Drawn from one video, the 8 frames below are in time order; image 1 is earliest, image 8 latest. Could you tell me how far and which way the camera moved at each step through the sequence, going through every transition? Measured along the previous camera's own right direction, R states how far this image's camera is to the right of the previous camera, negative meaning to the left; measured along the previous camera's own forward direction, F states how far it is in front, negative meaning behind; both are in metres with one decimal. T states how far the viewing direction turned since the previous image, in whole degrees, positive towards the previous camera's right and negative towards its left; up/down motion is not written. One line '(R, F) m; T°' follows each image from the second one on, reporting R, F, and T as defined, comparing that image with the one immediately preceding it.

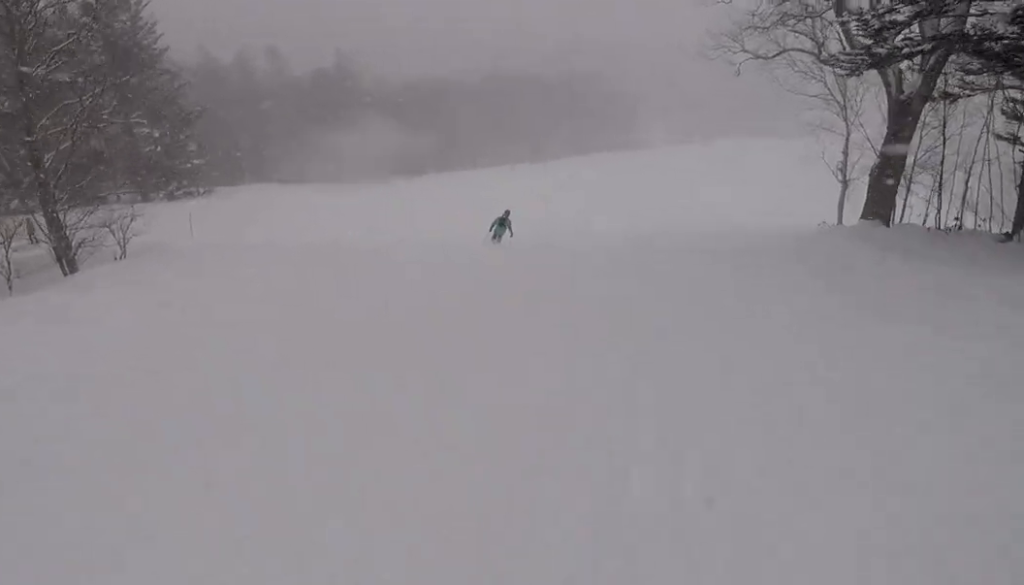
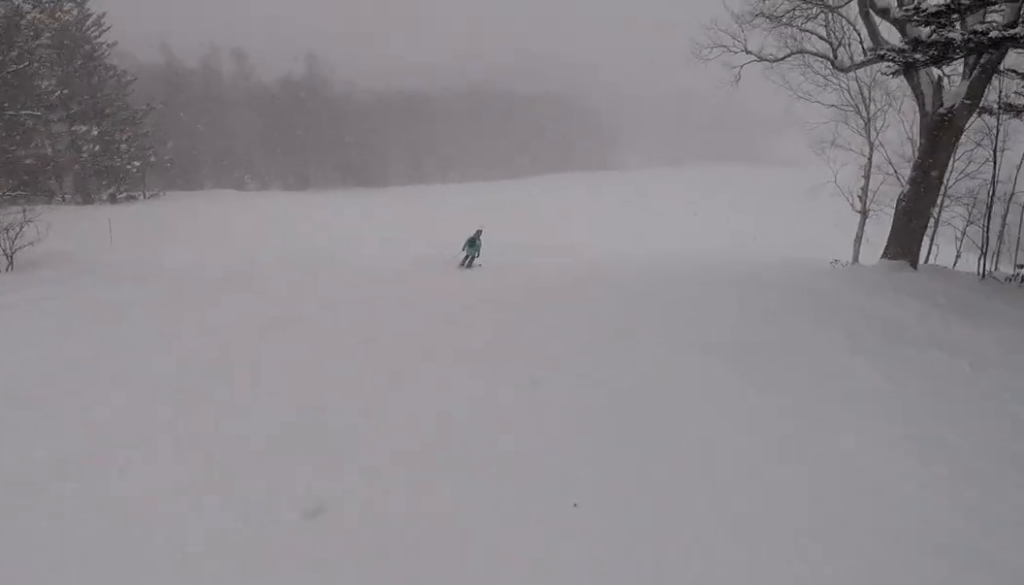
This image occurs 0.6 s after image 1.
(+0.2, +5.5) m; -3°
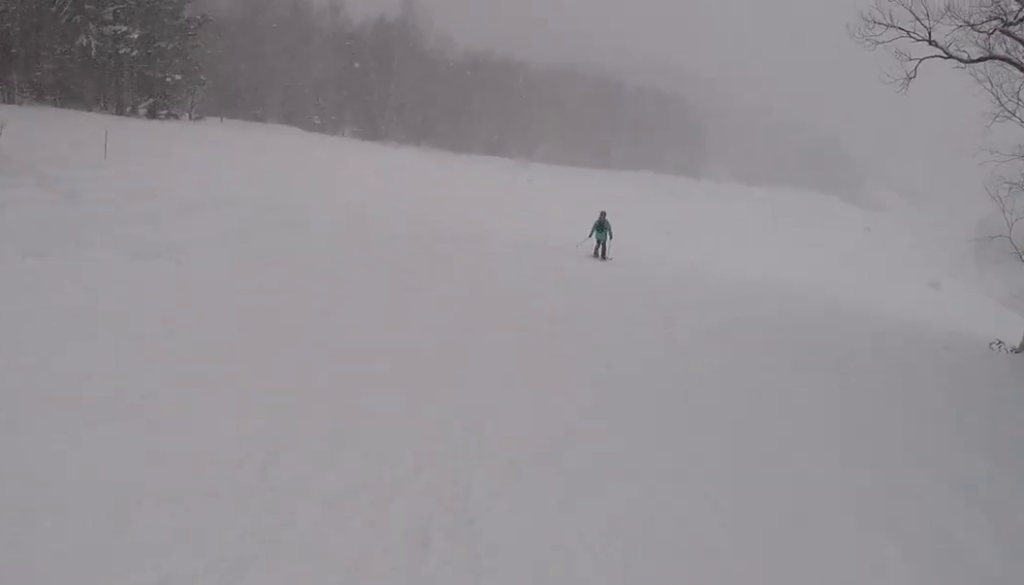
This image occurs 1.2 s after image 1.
(-0.1, +6.8) m; -2°
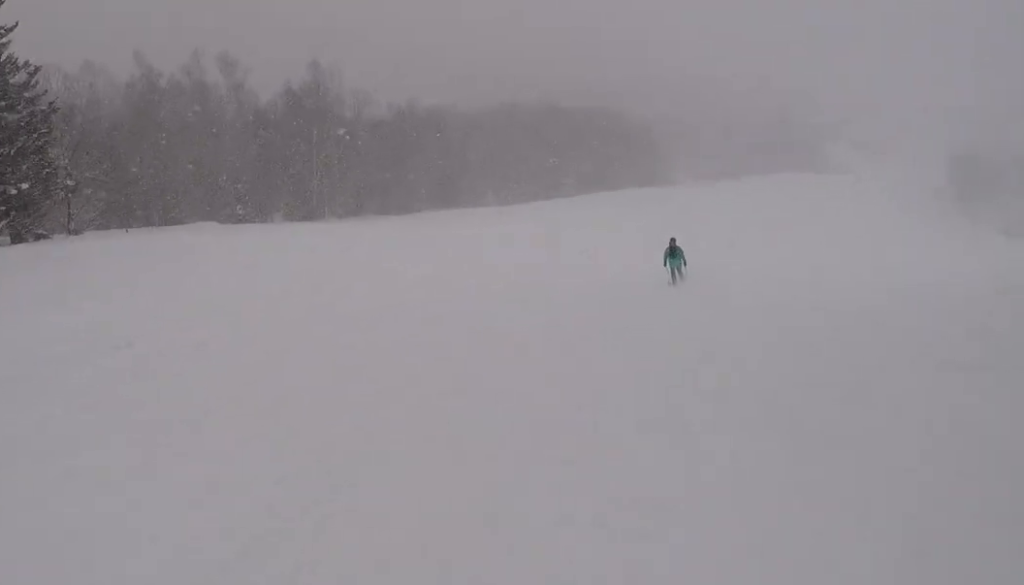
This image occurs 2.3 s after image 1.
(-0.3, +11.8) m; +6°
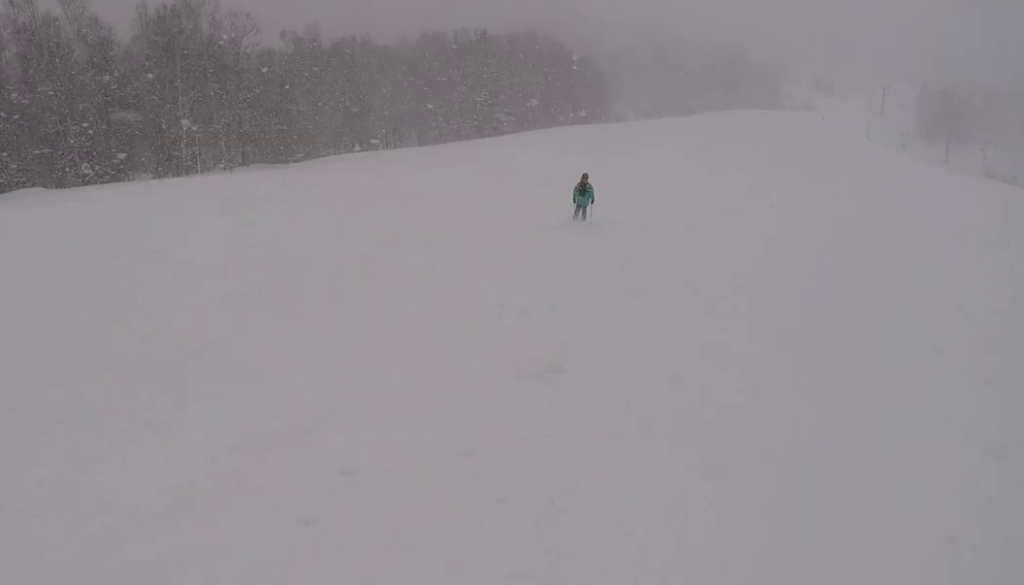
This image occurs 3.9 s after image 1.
(+2.8, +17.4) m; +13°
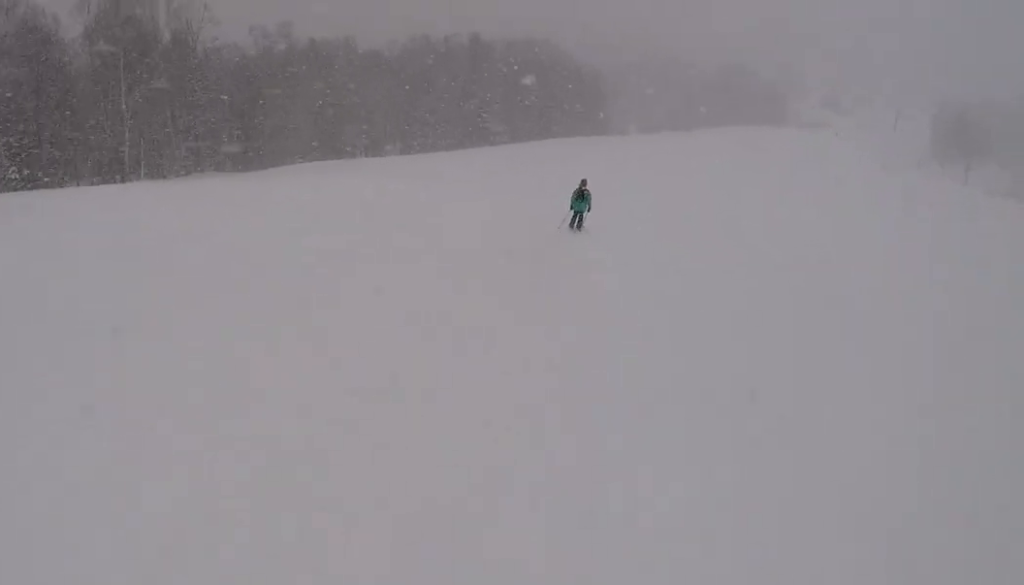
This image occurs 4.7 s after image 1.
(+0.1, +9.9) m; 0°
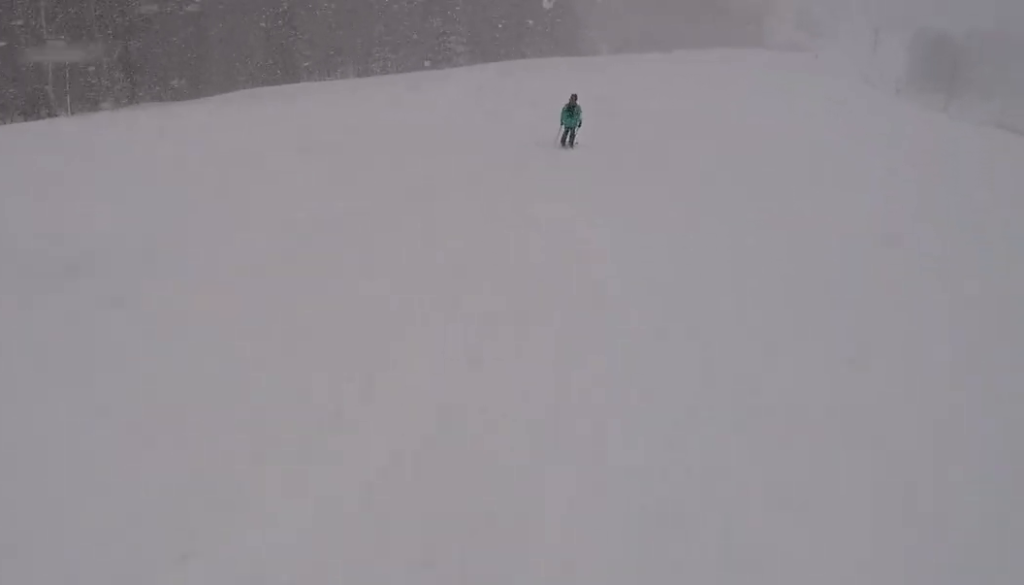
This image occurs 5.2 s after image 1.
(0.0, +5.2) m; 0°
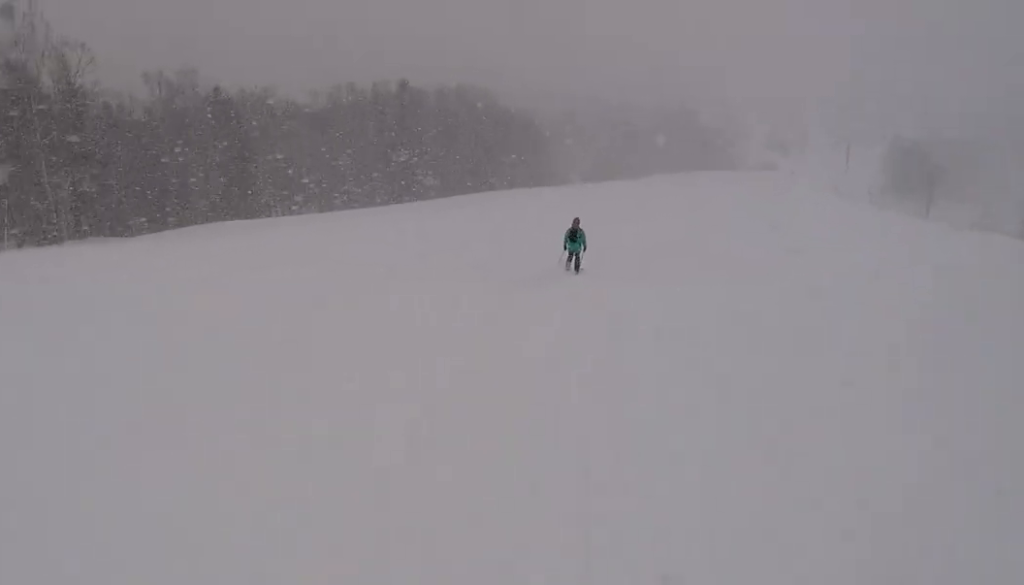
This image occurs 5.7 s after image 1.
(0.0, +5.8) m; 0°
